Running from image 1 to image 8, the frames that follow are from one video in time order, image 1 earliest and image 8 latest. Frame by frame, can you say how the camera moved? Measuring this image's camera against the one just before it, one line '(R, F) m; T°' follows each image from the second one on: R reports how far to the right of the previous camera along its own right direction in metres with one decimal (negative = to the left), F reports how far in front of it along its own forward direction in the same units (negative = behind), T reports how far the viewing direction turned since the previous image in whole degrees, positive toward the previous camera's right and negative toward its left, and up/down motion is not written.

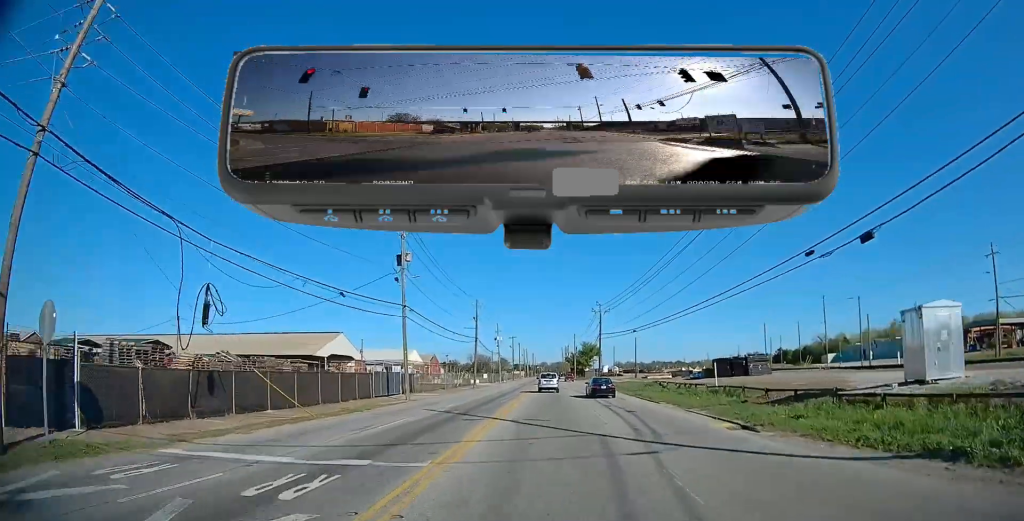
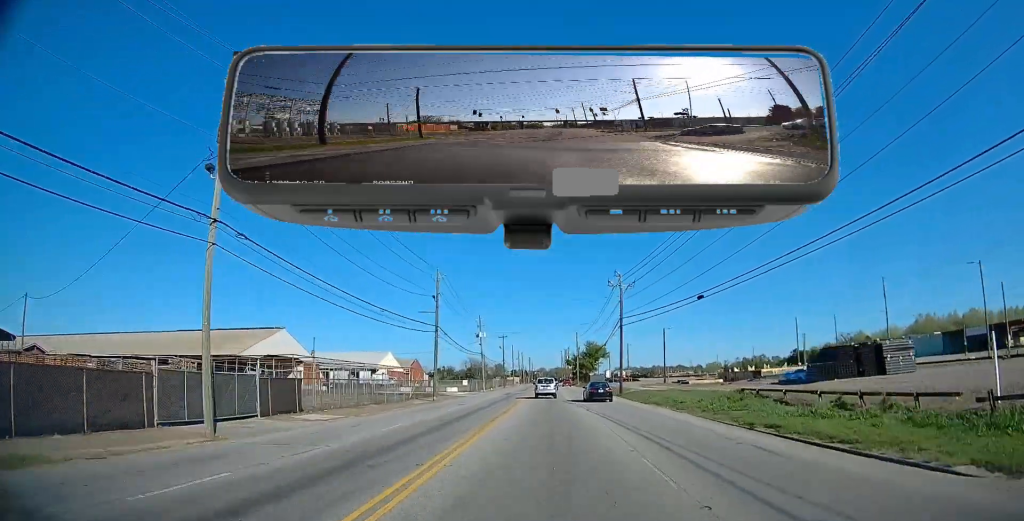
(-0.3, +23.6) m; -1°
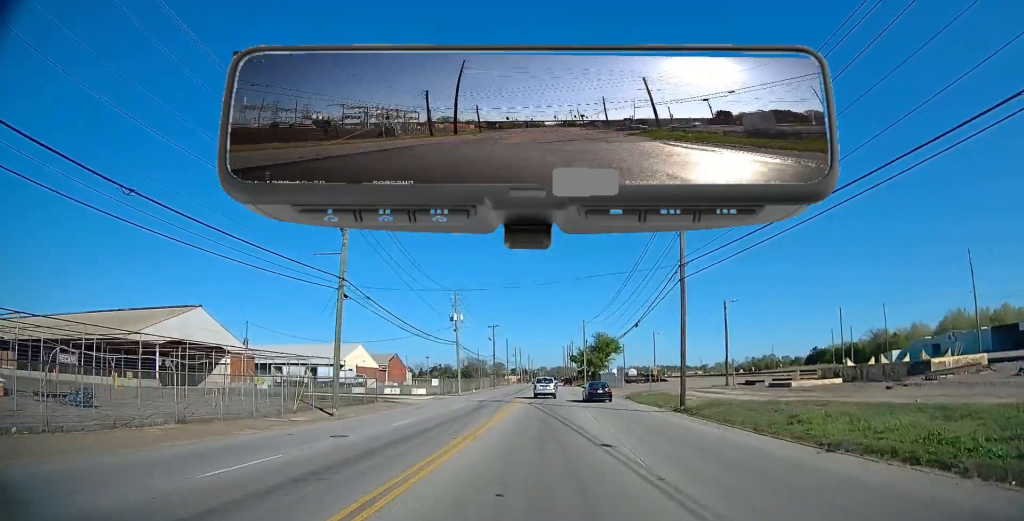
(-0.1, +22.7) m; 0°
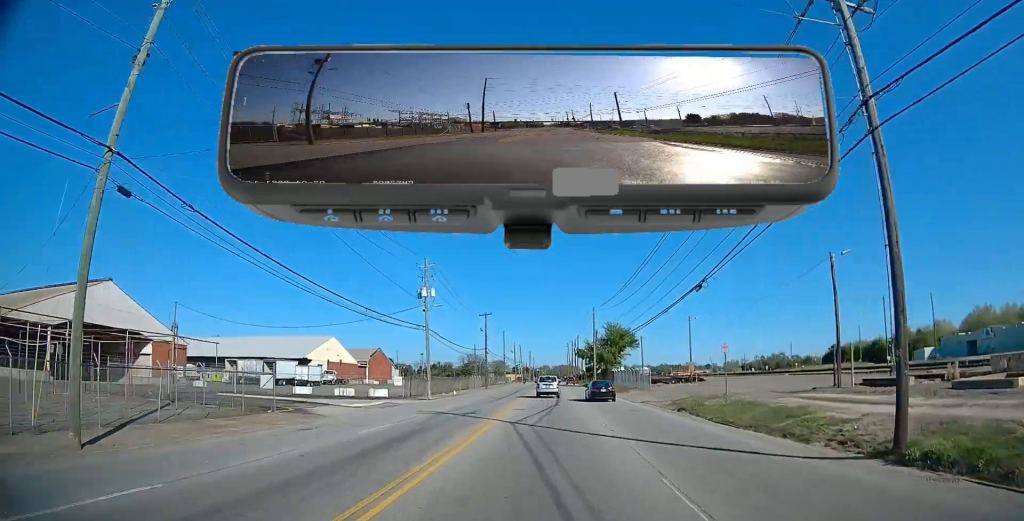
(0.0, +16.4) m; 0°
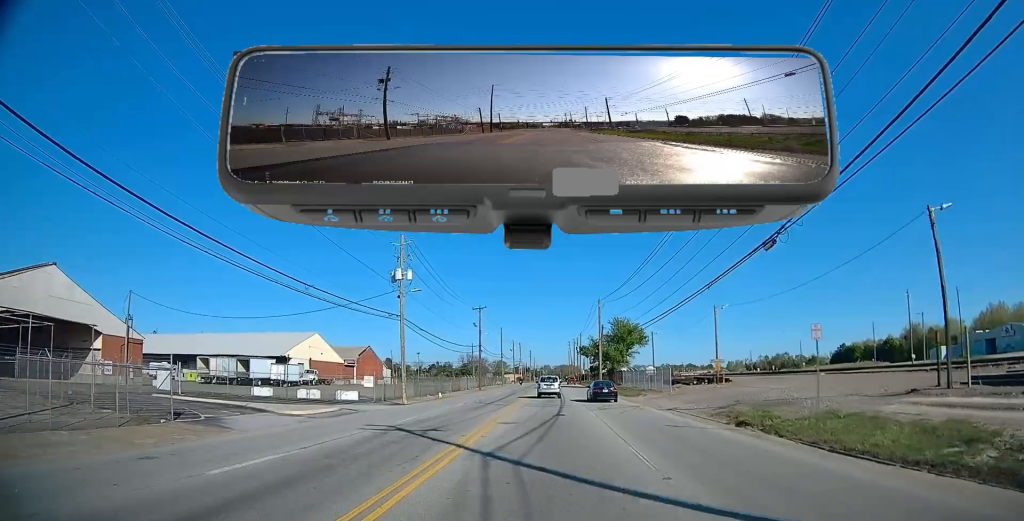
(+0.1, +8.0) m; 0°
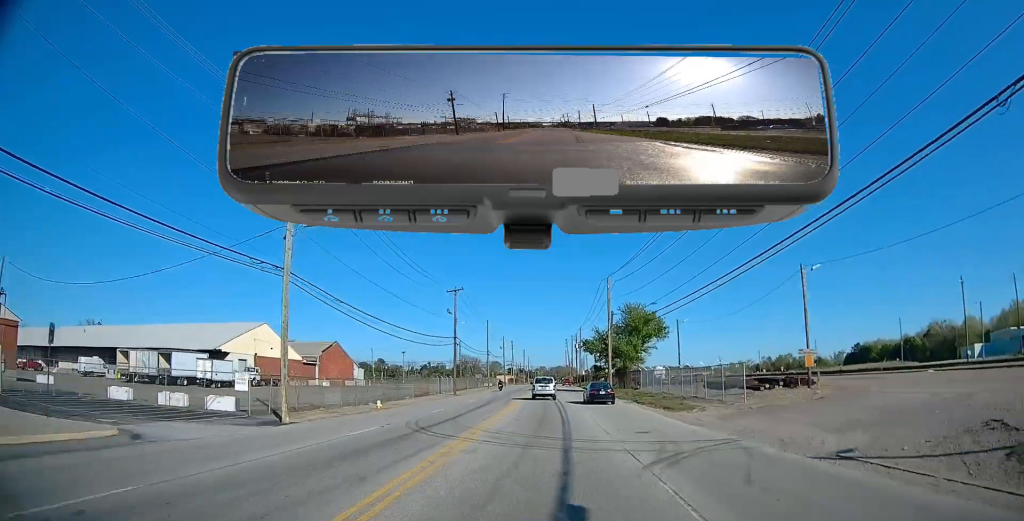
(-0.1, +16.7) m; 0°
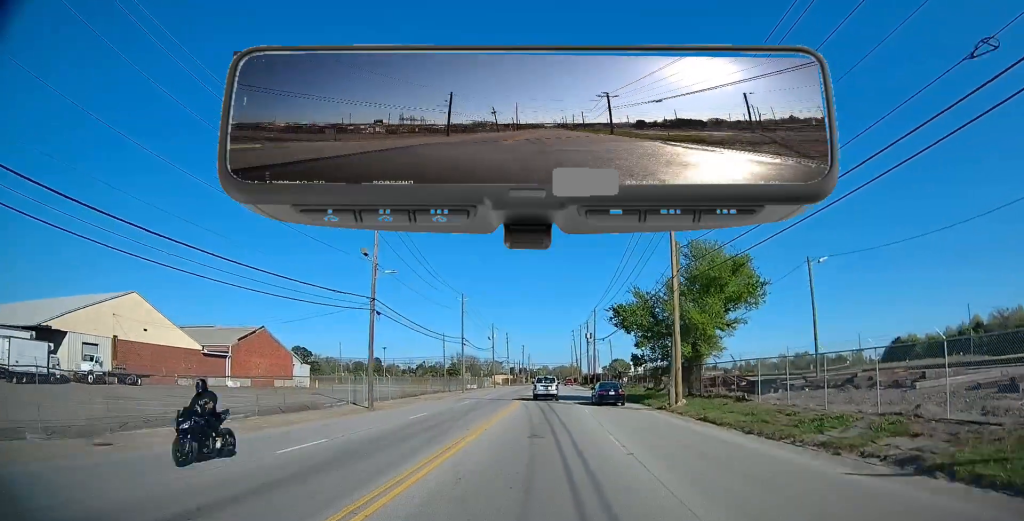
(-0.1, +29.0) m; -1°
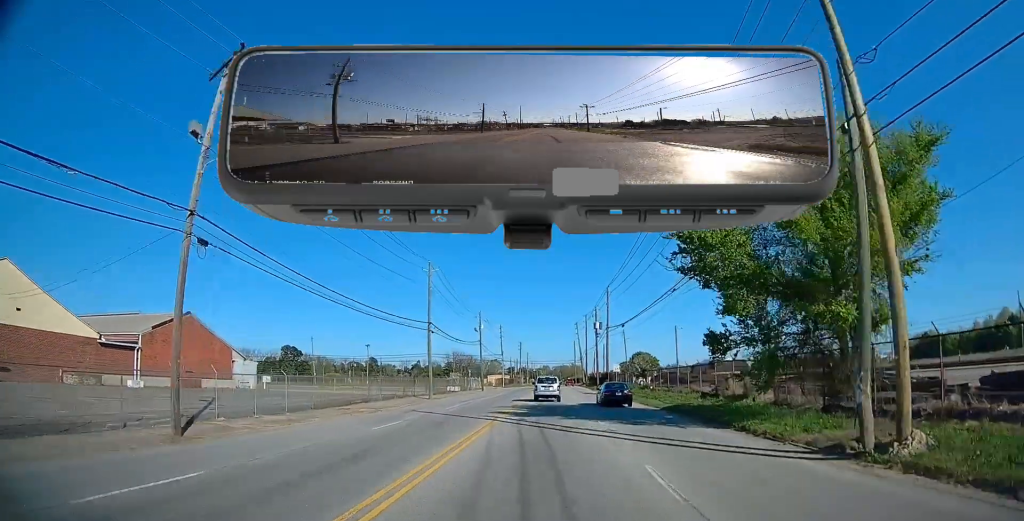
(-0.1, +17.9) m; 0°
